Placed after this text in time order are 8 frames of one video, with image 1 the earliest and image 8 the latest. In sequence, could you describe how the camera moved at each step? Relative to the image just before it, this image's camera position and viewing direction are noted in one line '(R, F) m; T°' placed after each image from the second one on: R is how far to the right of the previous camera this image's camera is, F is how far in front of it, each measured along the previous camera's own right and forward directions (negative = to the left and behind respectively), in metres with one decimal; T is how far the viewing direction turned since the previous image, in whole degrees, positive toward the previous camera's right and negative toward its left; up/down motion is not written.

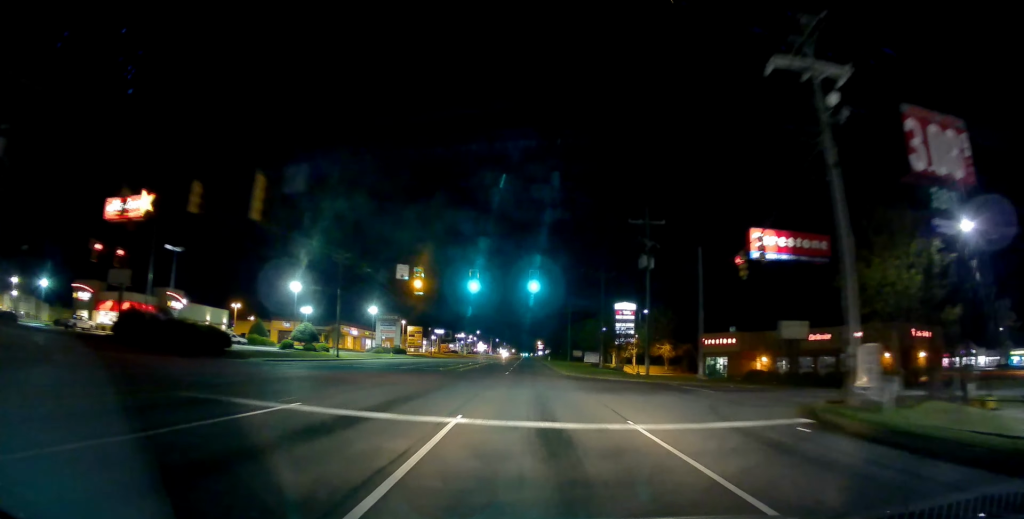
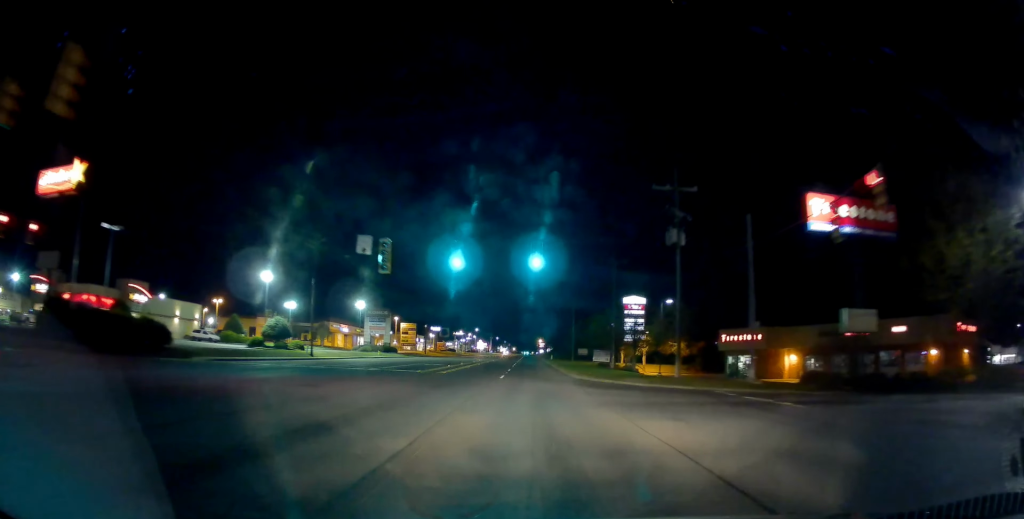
(+0.1, +9.3) m; +1°
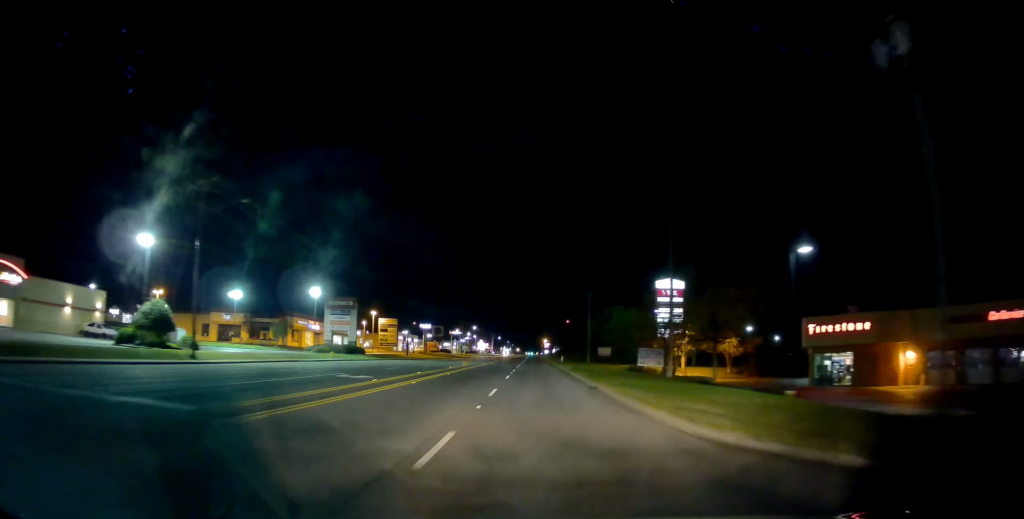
(+0.1, +24.9) m; -1°
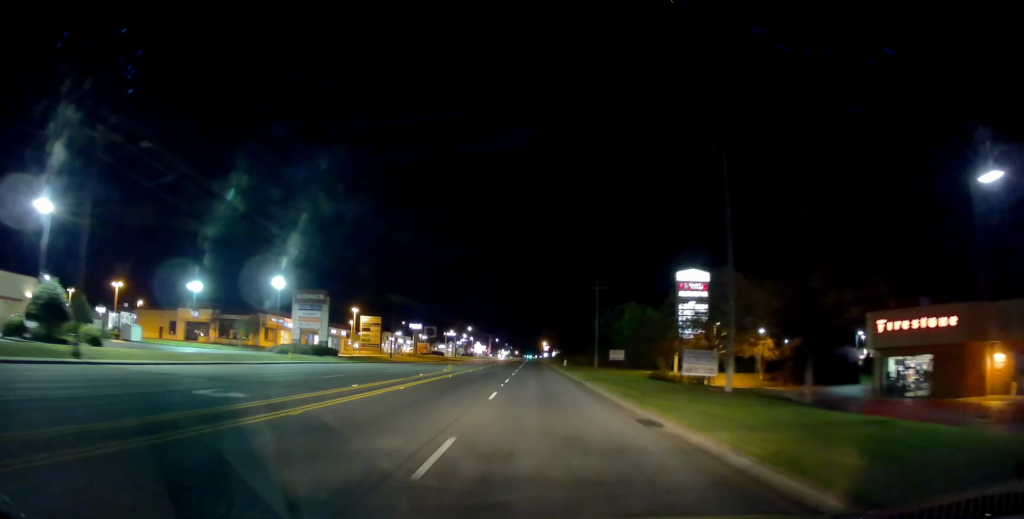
(0.0, +12.4) m; -1°
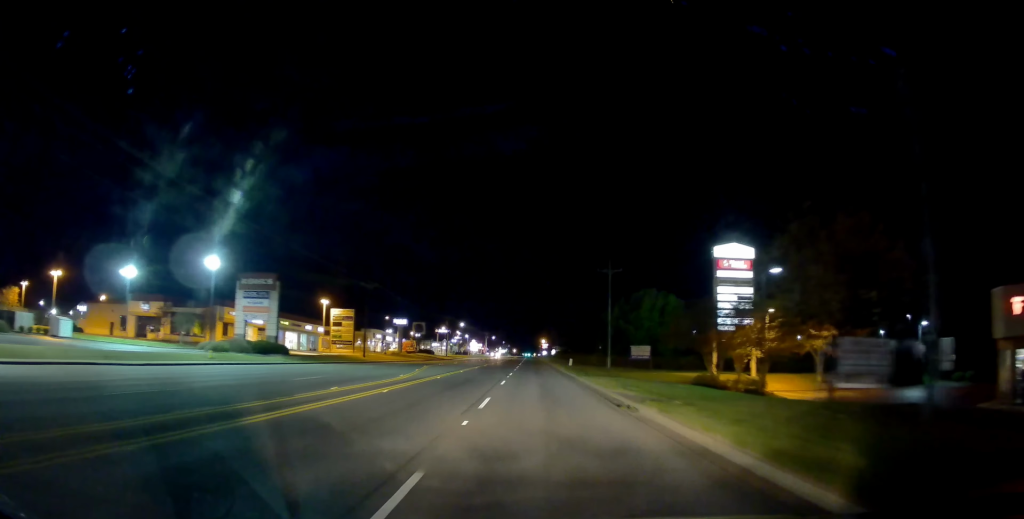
(-0.4, +15.4) m; 0°
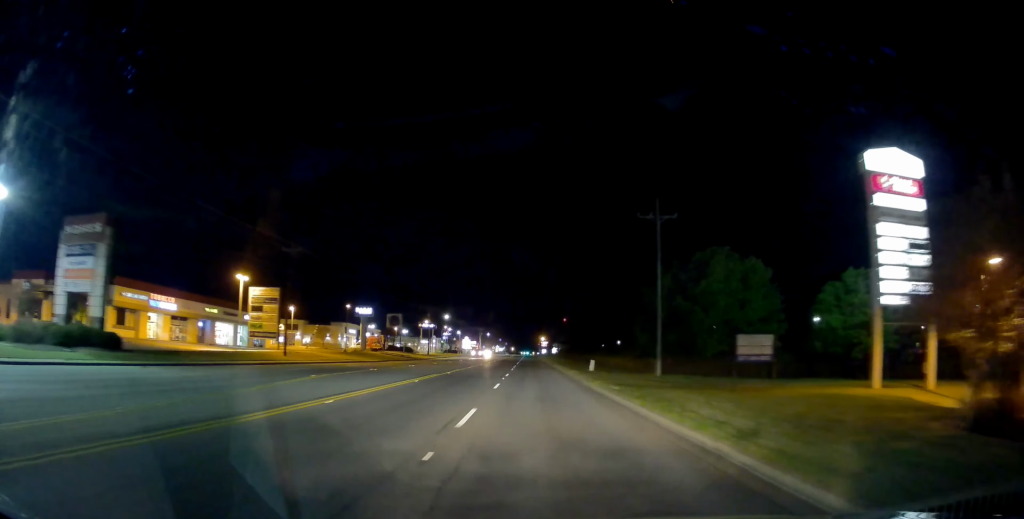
(+0.6, +27.5) m; +2°
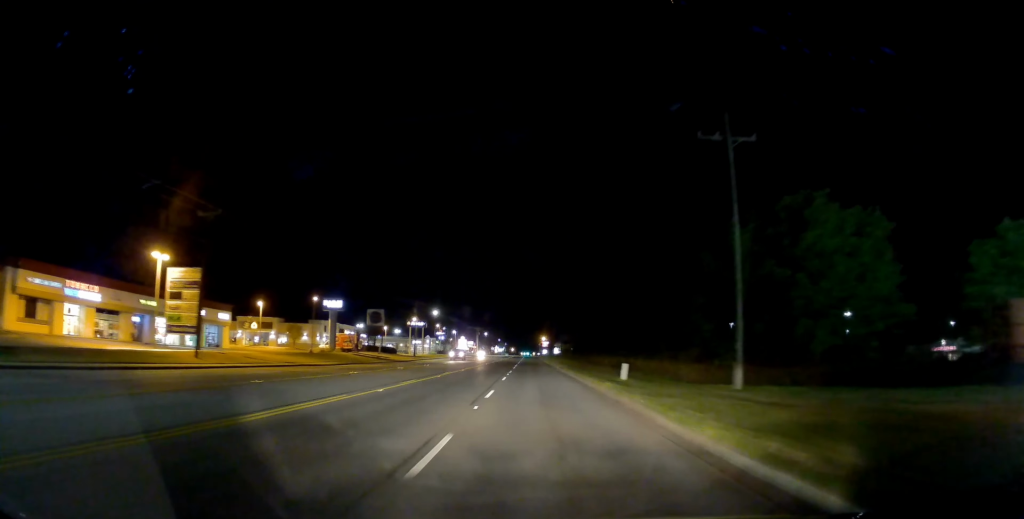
(0.0, +16.6) m; 0°
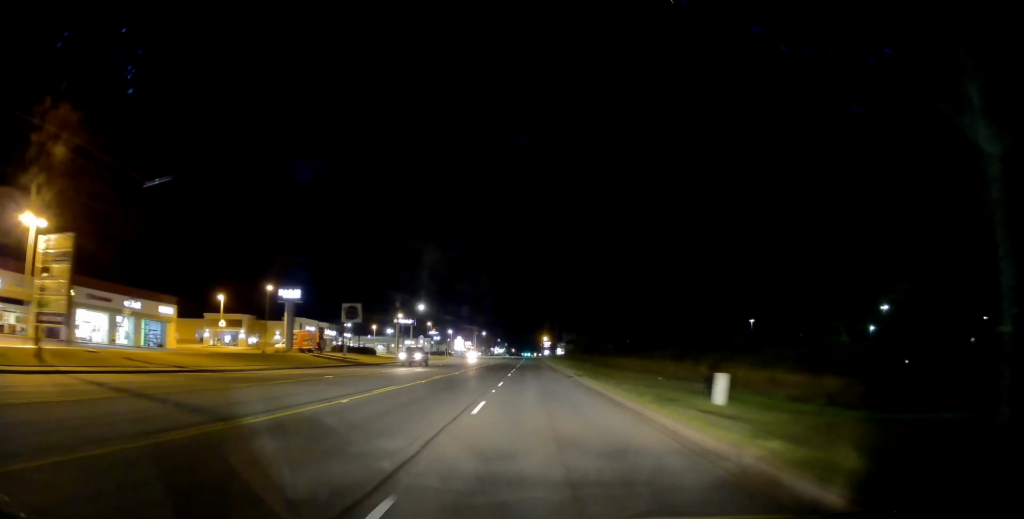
(0.0, +16.6) m; 0°
